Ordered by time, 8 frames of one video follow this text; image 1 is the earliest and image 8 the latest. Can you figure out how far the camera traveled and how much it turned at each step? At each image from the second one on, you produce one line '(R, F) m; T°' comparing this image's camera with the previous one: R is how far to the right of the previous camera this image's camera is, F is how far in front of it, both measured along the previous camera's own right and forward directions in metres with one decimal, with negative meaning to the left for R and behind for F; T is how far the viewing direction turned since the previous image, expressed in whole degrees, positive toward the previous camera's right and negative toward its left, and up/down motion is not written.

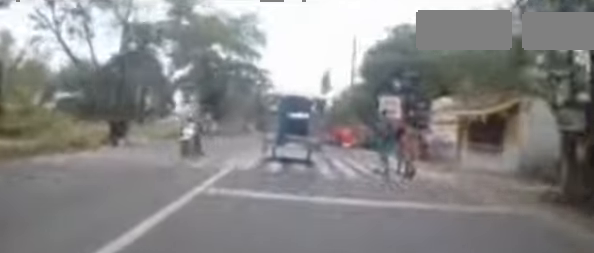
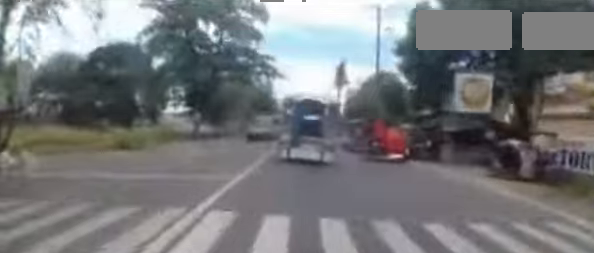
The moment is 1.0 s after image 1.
(-0.4, +7.9) m; -1°
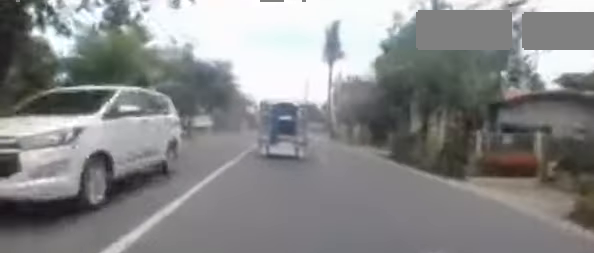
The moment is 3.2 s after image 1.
(+0.8, +18.6) m; +4°
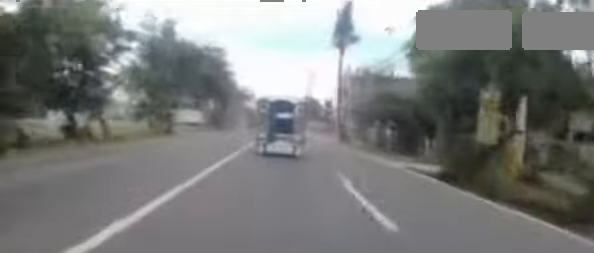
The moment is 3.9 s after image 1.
(0.0, +5.4) m; 0°
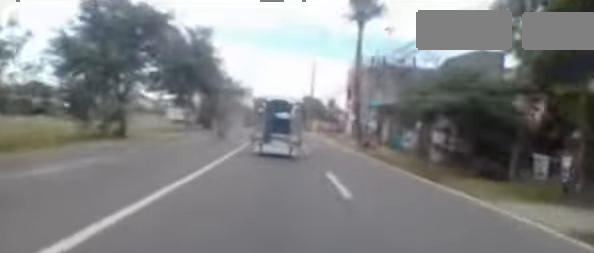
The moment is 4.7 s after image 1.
(0.0, +6.9) m; -1°
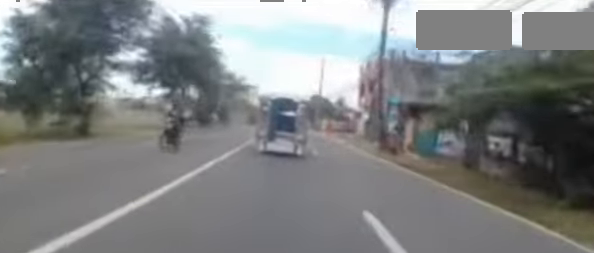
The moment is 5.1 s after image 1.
(+0.1, +4.1) m; -2°
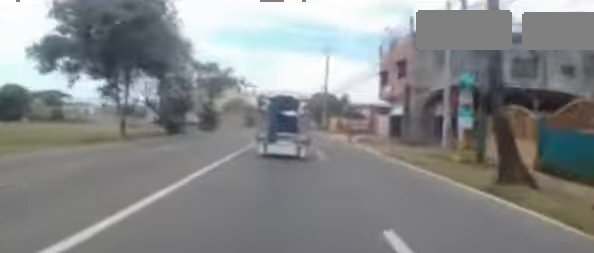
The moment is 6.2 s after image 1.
(-0.5, +9.9) m; 0°
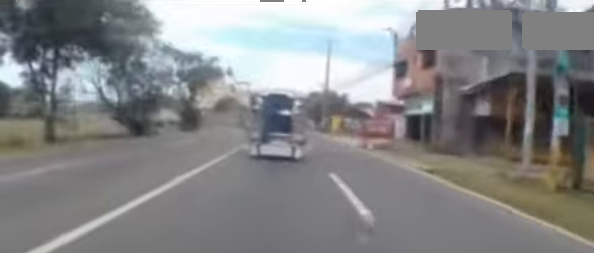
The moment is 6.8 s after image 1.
(+0.2, +5.4) m; +3°
